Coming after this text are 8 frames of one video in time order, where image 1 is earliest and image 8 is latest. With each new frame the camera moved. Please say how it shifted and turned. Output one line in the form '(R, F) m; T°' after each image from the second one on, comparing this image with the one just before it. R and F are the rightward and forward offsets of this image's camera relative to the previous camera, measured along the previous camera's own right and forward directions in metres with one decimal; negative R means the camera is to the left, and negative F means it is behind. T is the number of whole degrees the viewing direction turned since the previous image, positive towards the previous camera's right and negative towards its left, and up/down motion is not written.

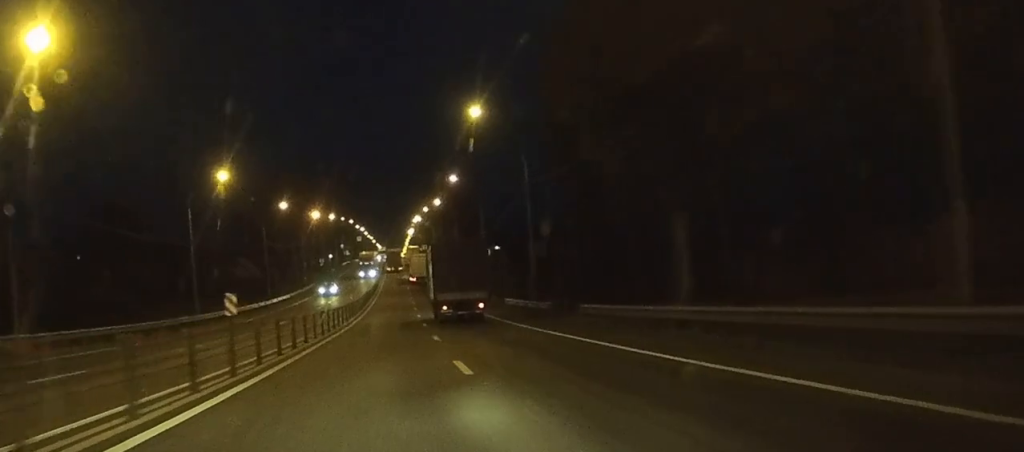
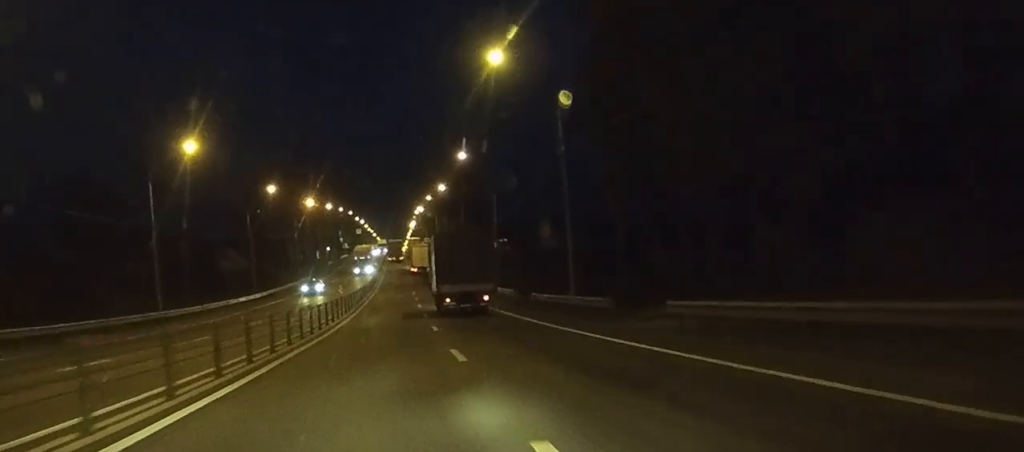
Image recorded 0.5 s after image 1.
(0.0, +9.9) m; 0°
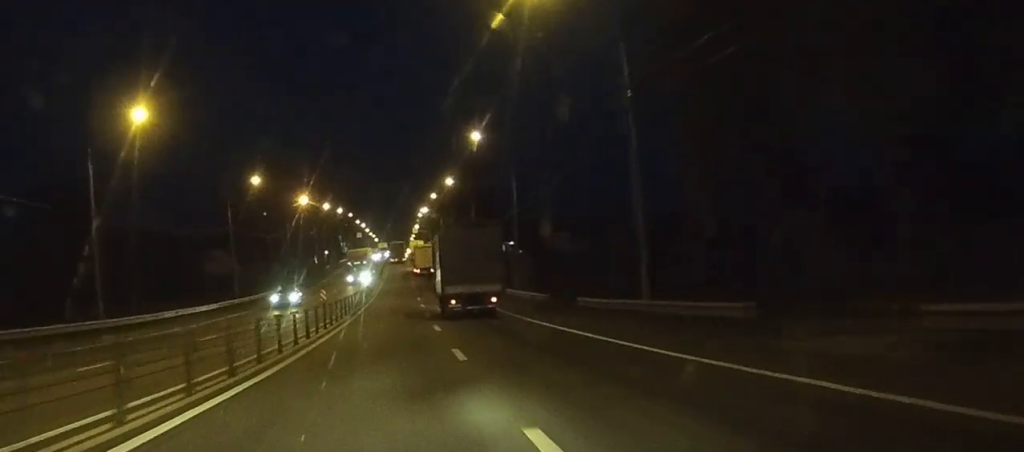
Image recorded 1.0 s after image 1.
(0.0, +10.6) m; 0°
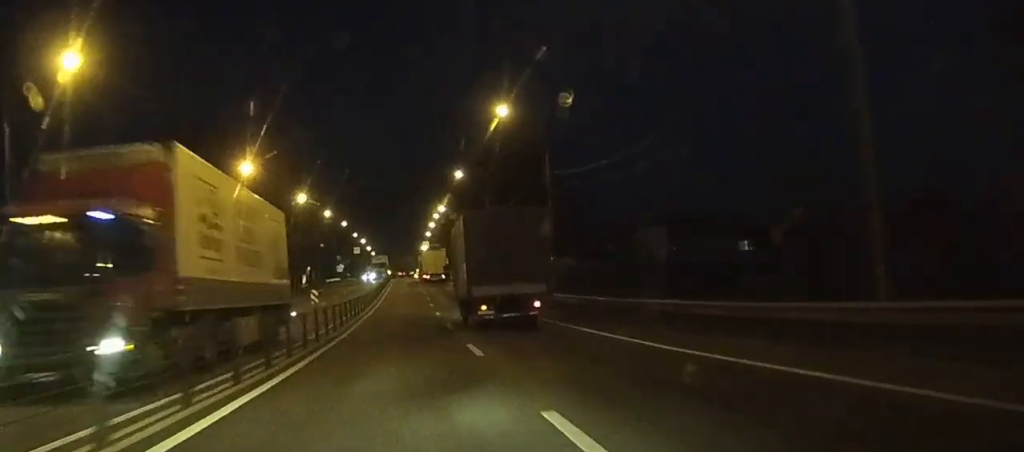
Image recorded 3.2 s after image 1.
(-0.2, +41.5) m; -1°
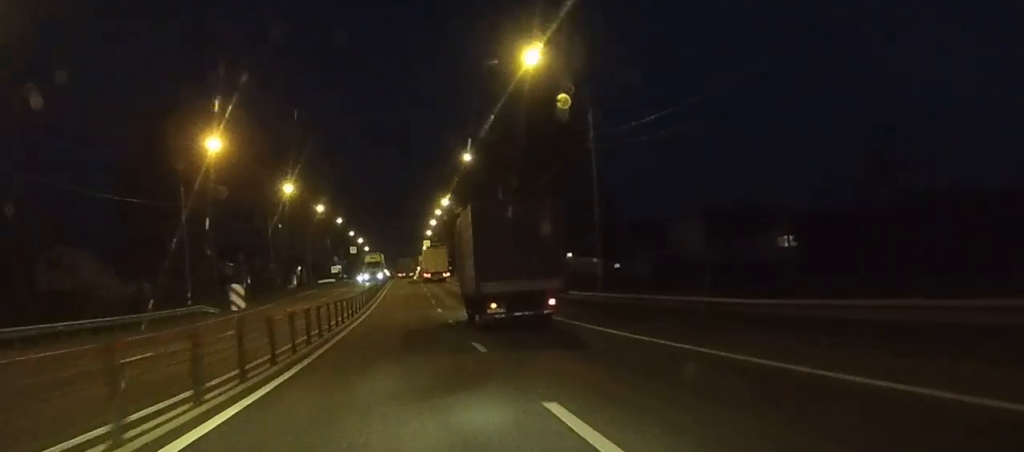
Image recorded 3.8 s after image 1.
(-0.3, +9.1) m; 0°
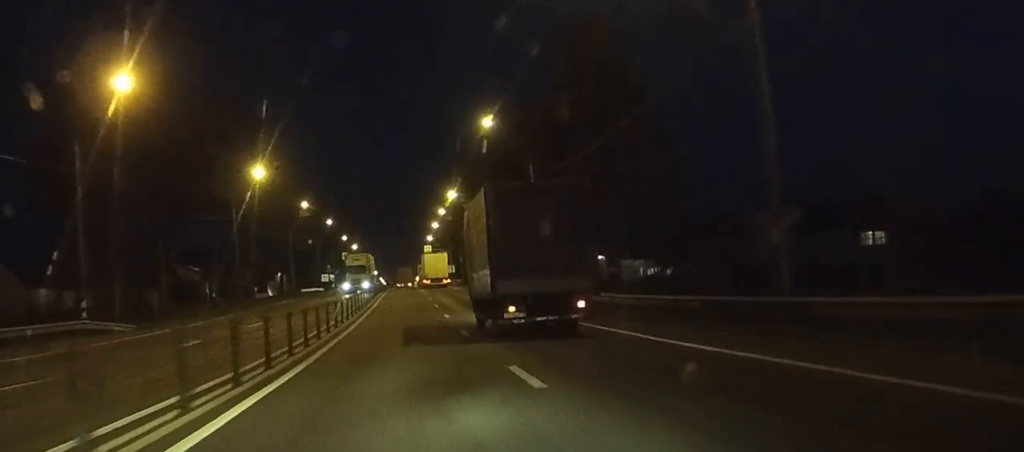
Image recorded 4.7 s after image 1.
(+0.3, +21.5) m; +1°
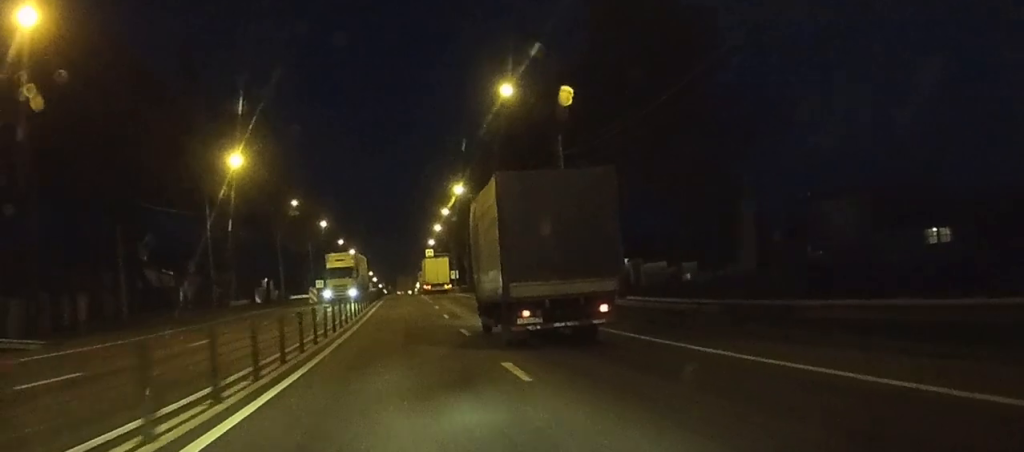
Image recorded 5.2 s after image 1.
(0.0, +12.0) m; 0°
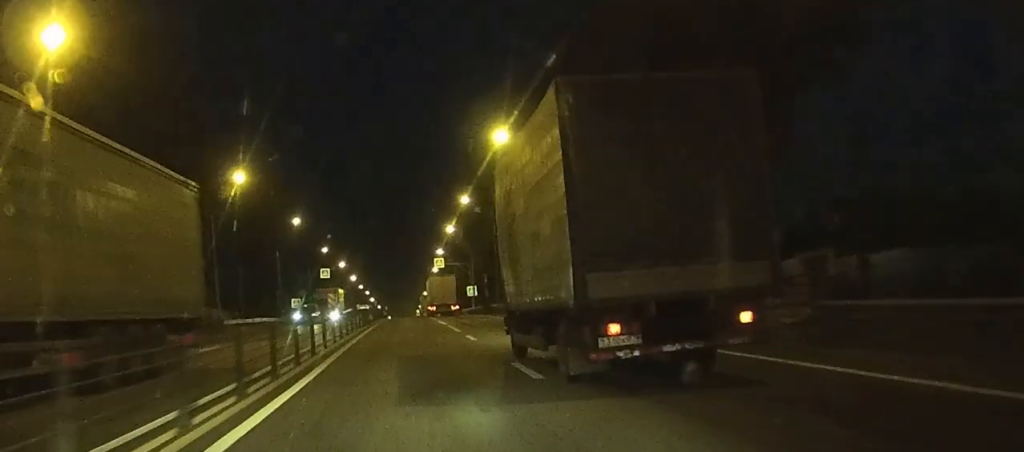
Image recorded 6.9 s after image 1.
(0.0, +39.1) m; 0°
